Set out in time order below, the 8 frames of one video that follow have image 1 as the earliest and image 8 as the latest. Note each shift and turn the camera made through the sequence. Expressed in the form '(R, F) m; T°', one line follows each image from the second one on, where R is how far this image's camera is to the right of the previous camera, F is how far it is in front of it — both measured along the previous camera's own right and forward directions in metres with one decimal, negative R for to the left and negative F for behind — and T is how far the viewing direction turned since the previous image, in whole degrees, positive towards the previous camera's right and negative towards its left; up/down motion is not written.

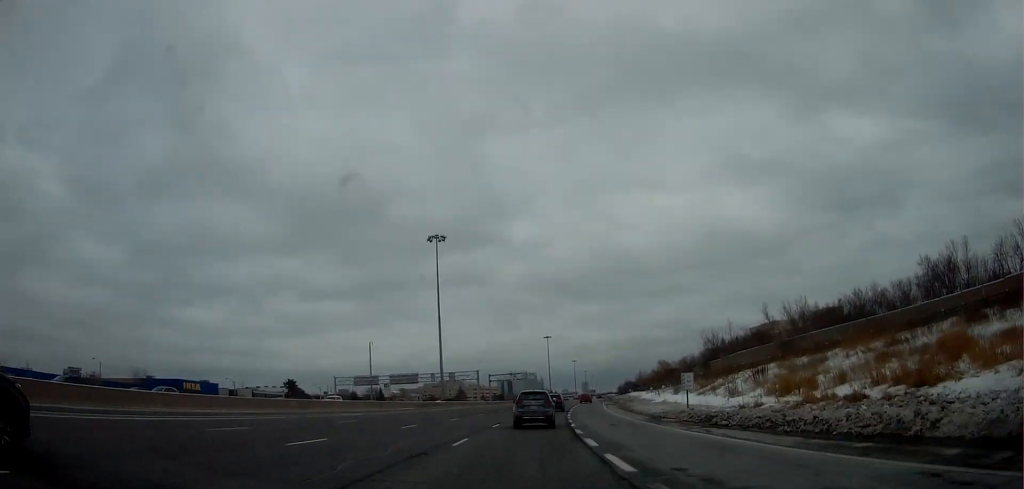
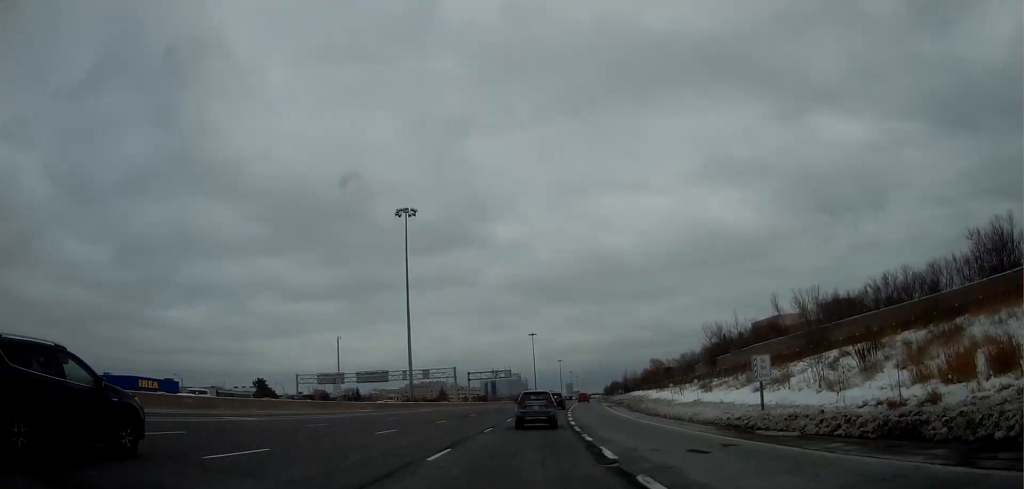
(+0.1, +16.0) m; +2°
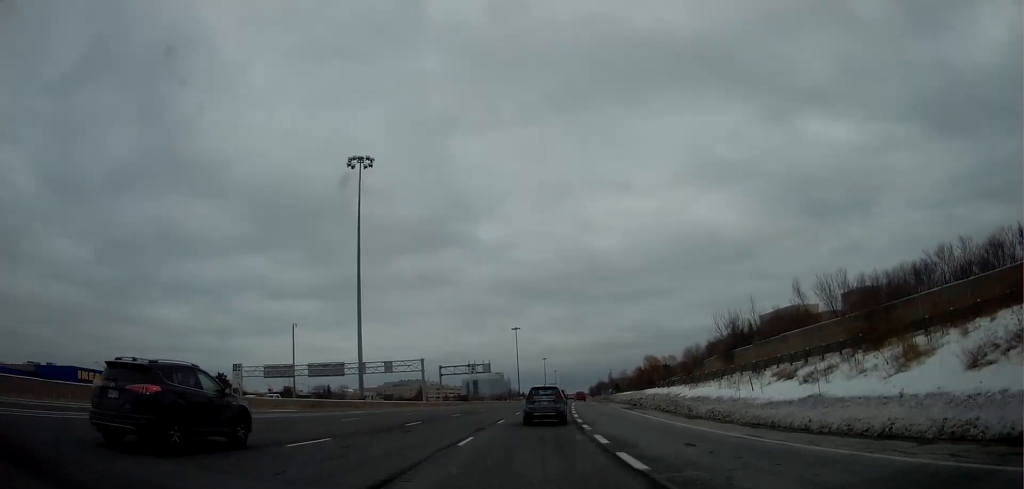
(+0.6, +20.6) m; +2°
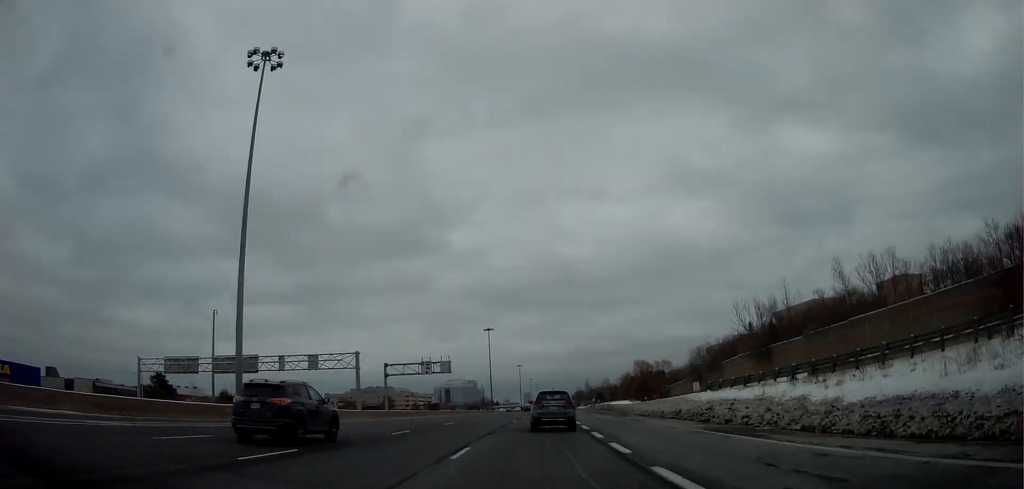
(+0.2, +27.5) m; +2°
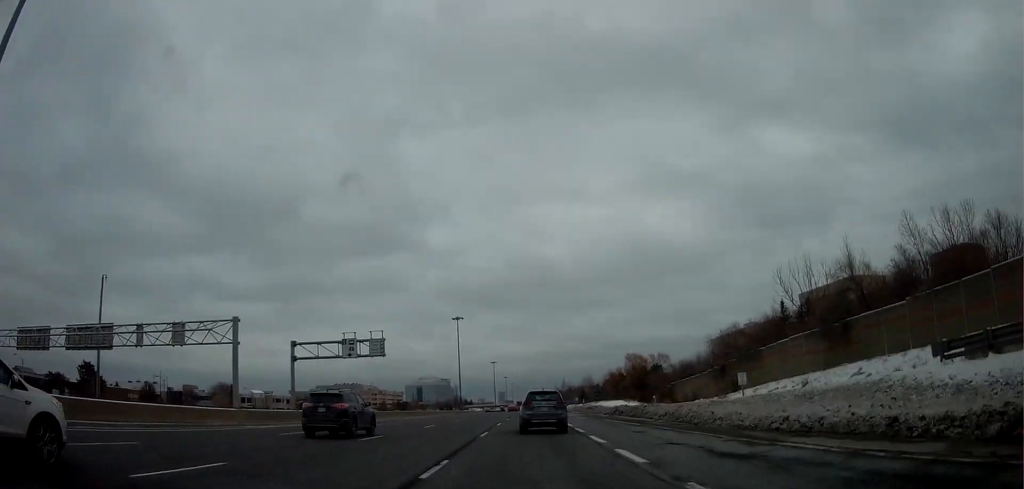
(+0.8, +27.8) m; +2°
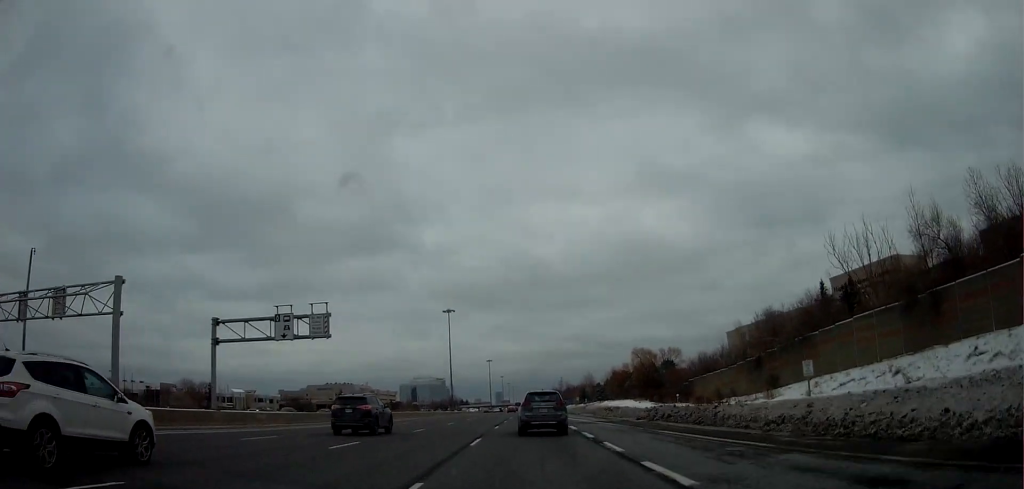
(+0.1, +15.6) m; 0°
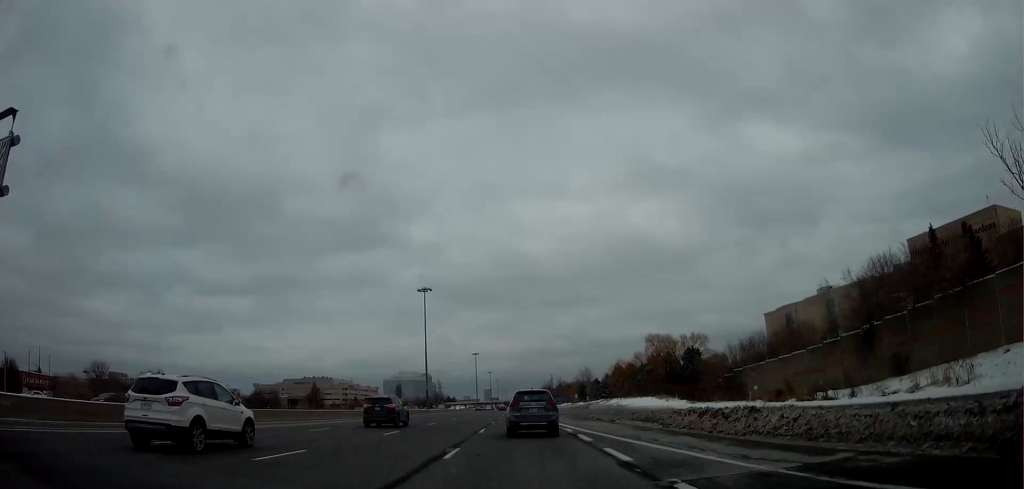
(0.0, +28.9) m; 0°
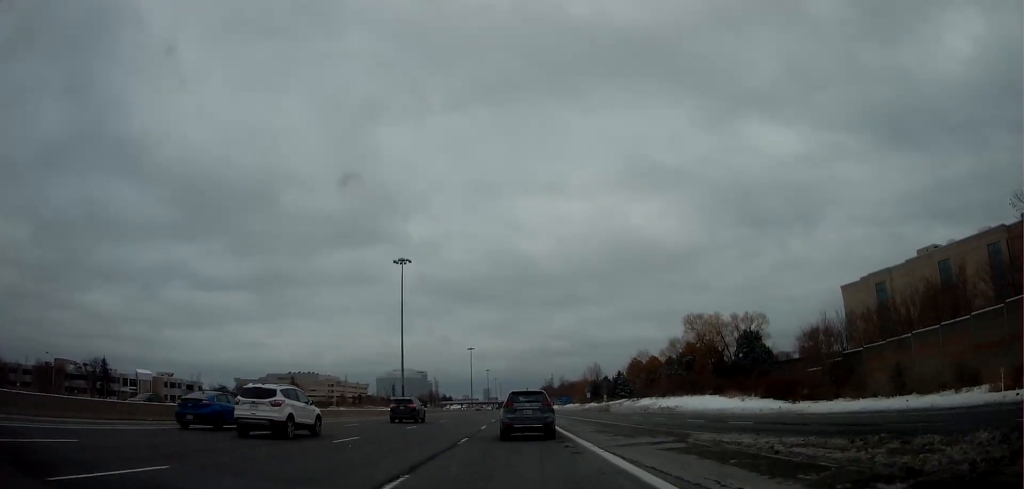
(0.0, +30.4) m; 0°
